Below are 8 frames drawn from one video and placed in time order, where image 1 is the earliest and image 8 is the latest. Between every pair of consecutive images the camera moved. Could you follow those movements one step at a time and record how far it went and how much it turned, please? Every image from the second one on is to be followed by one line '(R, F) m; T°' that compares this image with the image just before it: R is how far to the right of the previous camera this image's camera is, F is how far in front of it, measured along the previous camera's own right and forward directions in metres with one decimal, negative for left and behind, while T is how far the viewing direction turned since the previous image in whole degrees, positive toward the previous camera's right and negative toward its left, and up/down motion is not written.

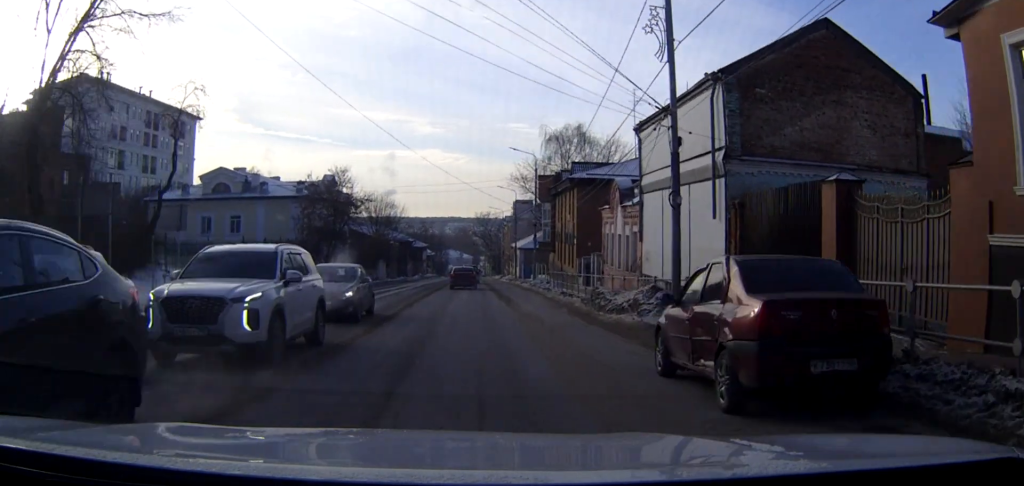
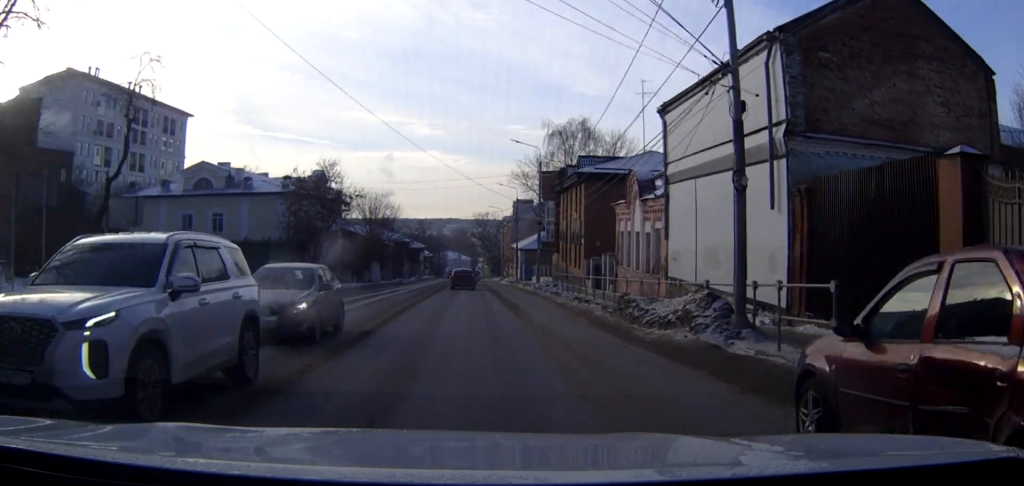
(0.0, +3.8) m; 0°
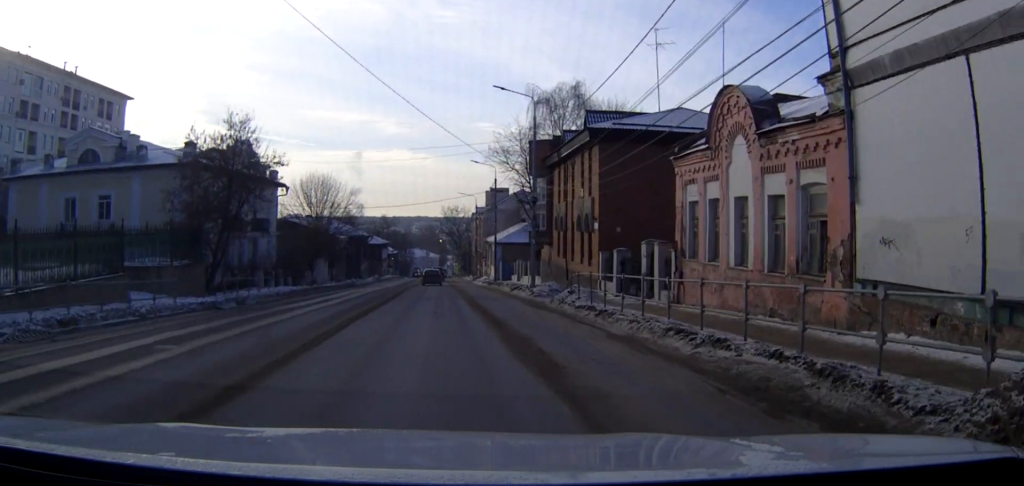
(0.0, +14.8) m; 0°
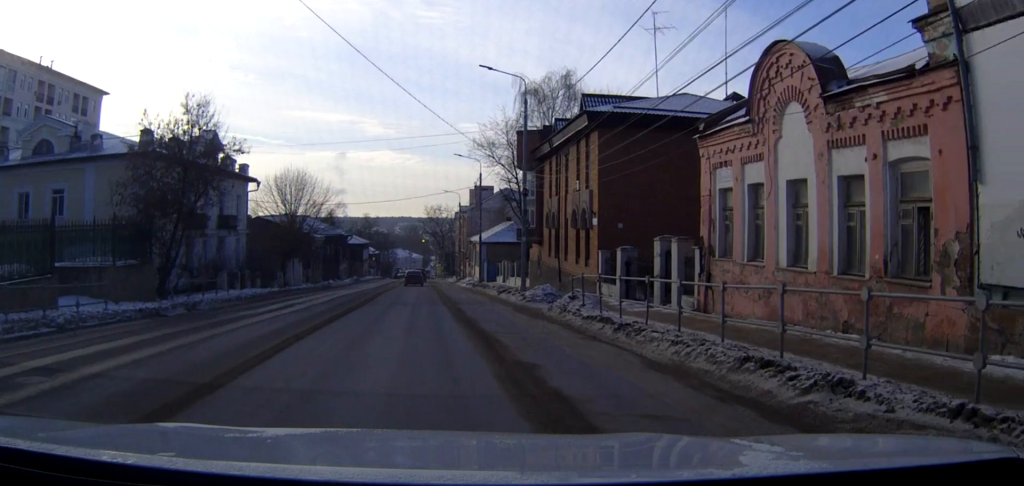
(0.0, +4.3) m; 0°
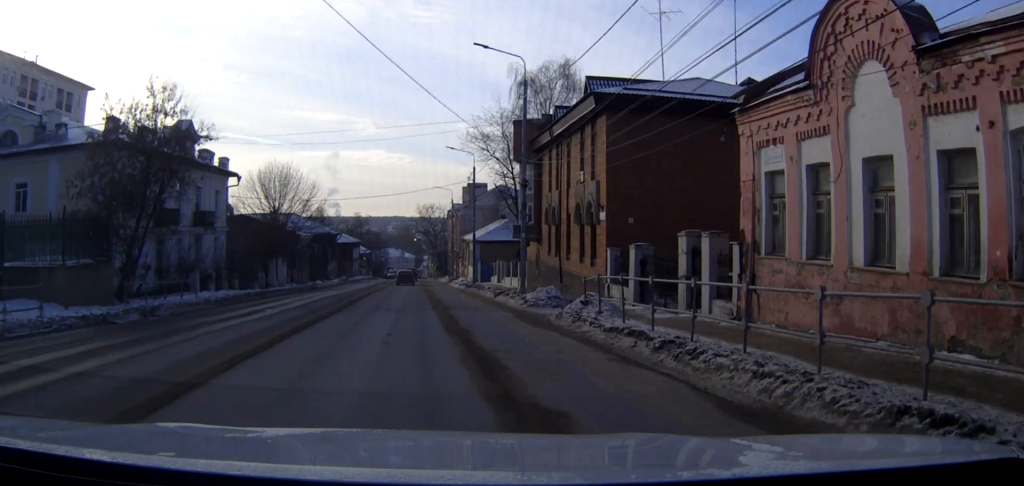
(0.0, +3.5) m; 0°
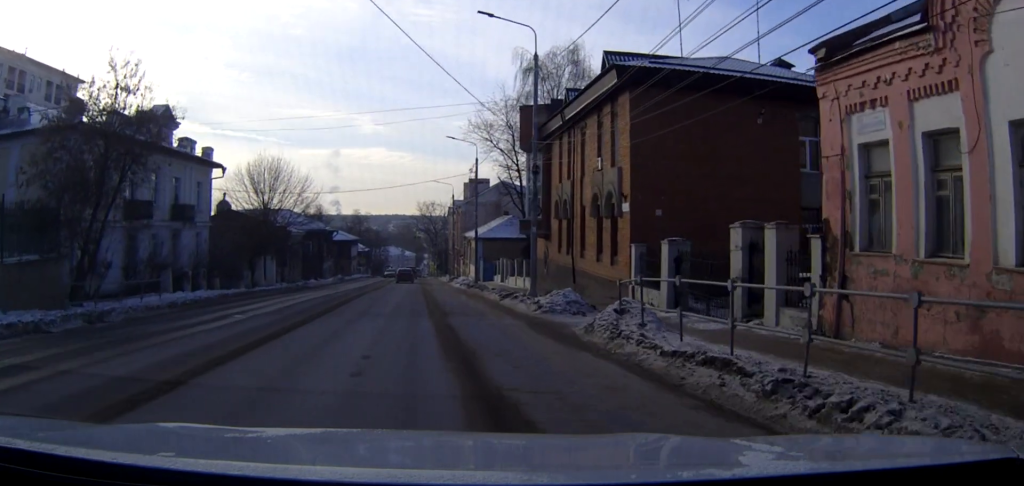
(0.0, +4.2) m; 0°
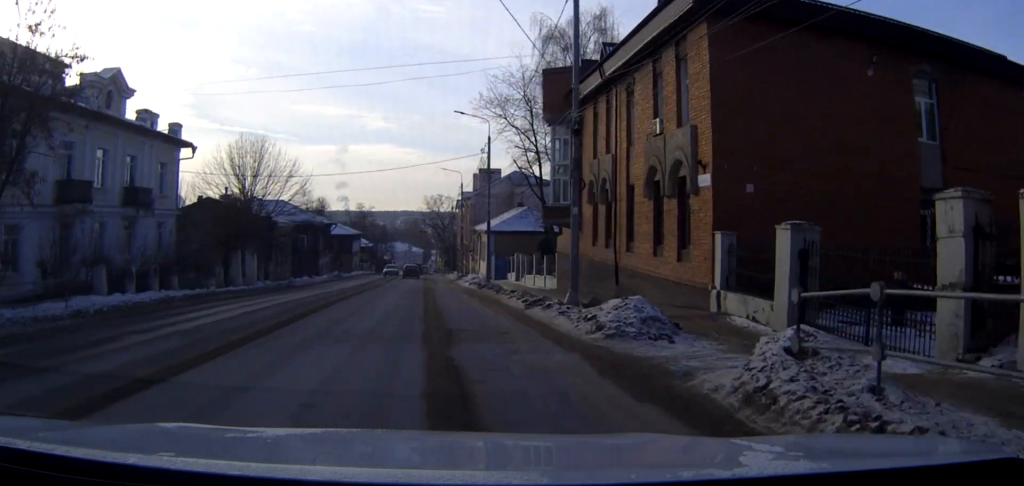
(0.0, +8.2) m; 0°
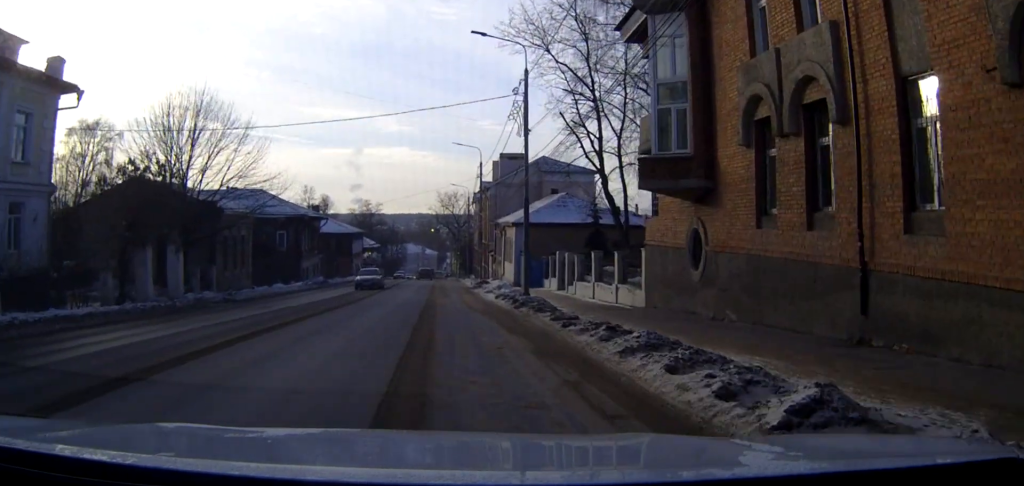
(0.0, +17.5) m; 0°
